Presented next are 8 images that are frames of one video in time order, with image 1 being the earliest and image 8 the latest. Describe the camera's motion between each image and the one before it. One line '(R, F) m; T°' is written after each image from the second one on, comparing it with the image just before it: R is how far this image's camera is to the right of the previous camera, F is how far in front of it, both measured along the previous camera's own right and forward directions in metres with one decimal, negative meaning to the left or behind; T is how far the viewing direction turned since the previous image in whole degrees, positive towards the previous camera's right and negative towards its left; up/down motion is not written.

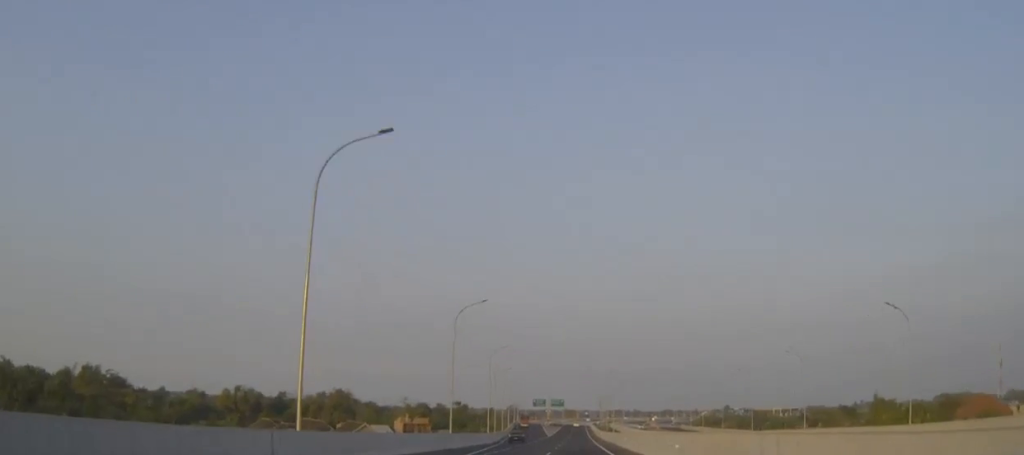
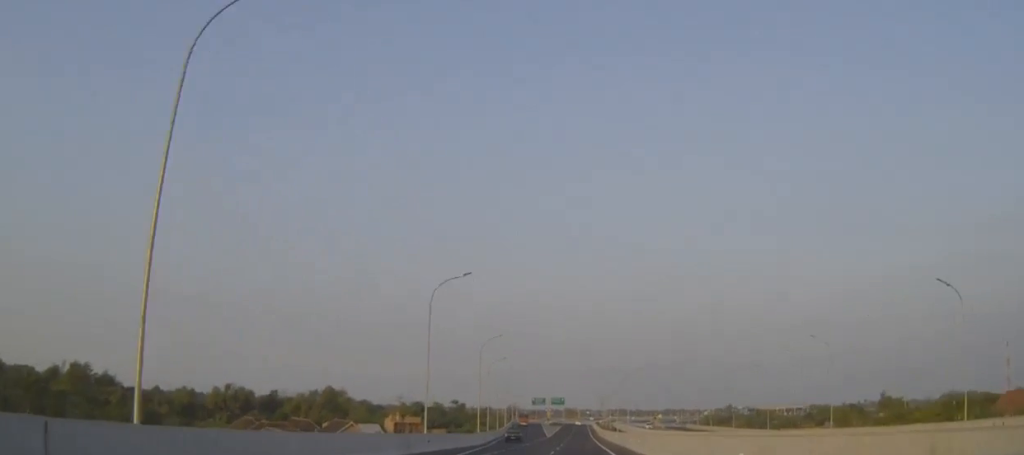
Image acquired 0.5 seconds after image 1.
(0.0, +10.5) m; 0°
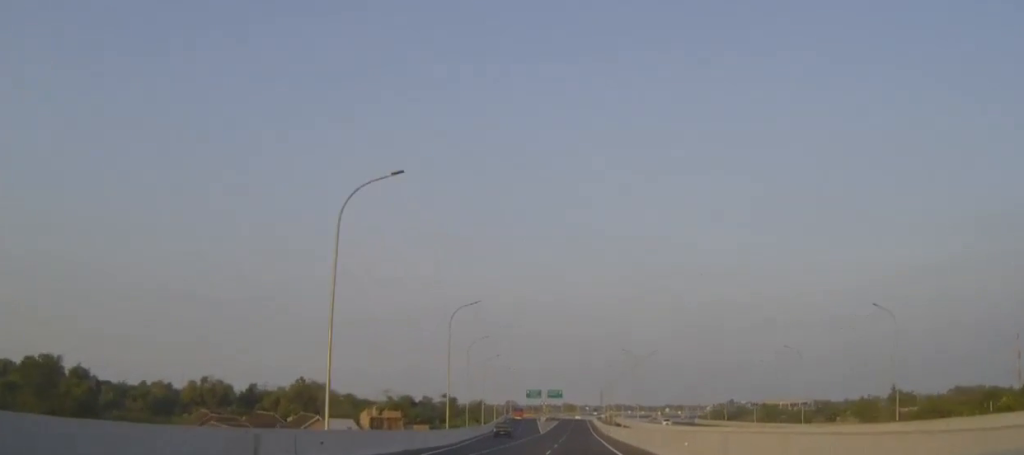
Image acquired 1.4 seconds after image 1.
(0.0, +20.1) m; 0°
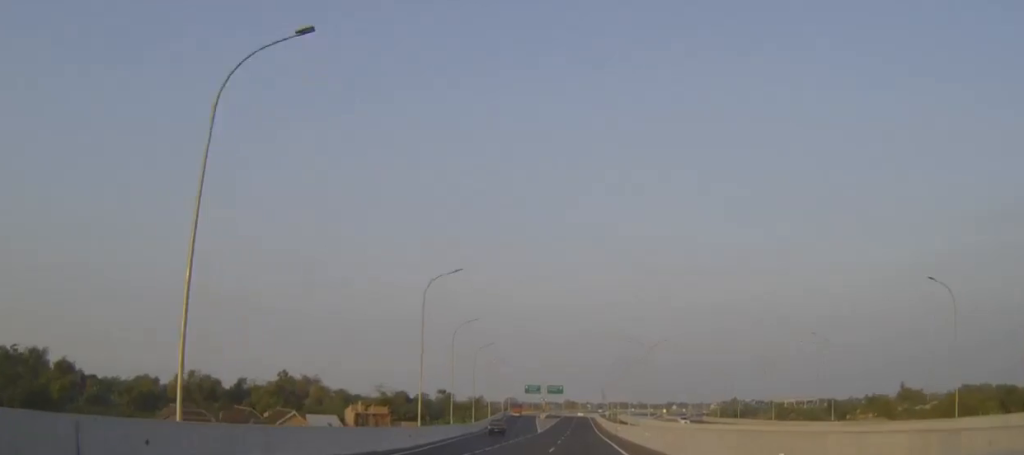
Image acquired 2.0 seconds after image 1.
(0.0, +12.3) m; 0°
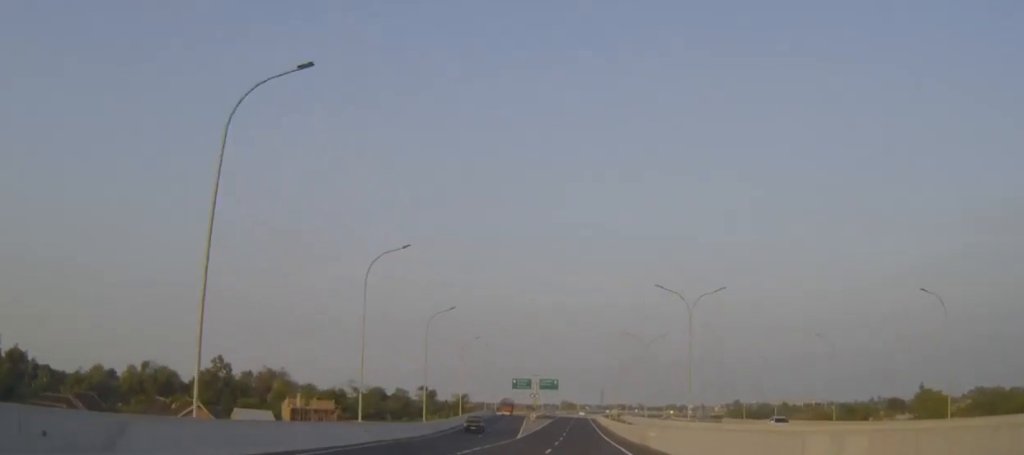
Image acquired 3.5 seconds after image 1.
(+0.1, +31.9) m; 0°
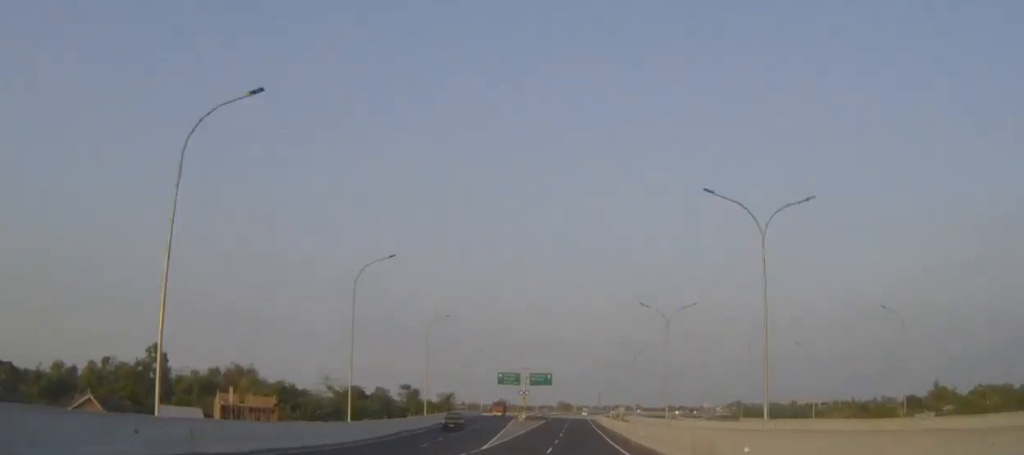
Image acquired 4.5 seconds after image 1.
(0.0, +22.7) m; 0°
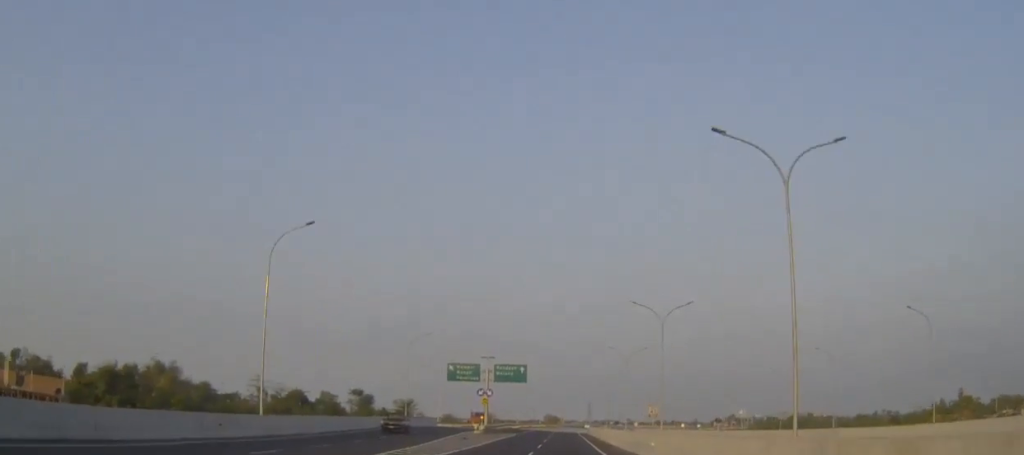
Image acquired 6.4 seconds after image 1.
(+0.3, +42.0) m; +1°
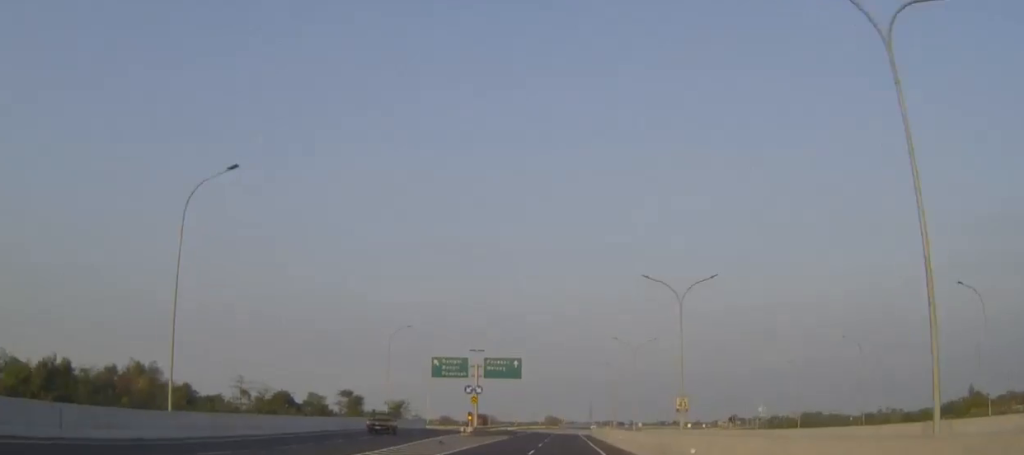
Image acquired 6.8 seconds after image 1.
(0.0, +10.5) m; 0°
